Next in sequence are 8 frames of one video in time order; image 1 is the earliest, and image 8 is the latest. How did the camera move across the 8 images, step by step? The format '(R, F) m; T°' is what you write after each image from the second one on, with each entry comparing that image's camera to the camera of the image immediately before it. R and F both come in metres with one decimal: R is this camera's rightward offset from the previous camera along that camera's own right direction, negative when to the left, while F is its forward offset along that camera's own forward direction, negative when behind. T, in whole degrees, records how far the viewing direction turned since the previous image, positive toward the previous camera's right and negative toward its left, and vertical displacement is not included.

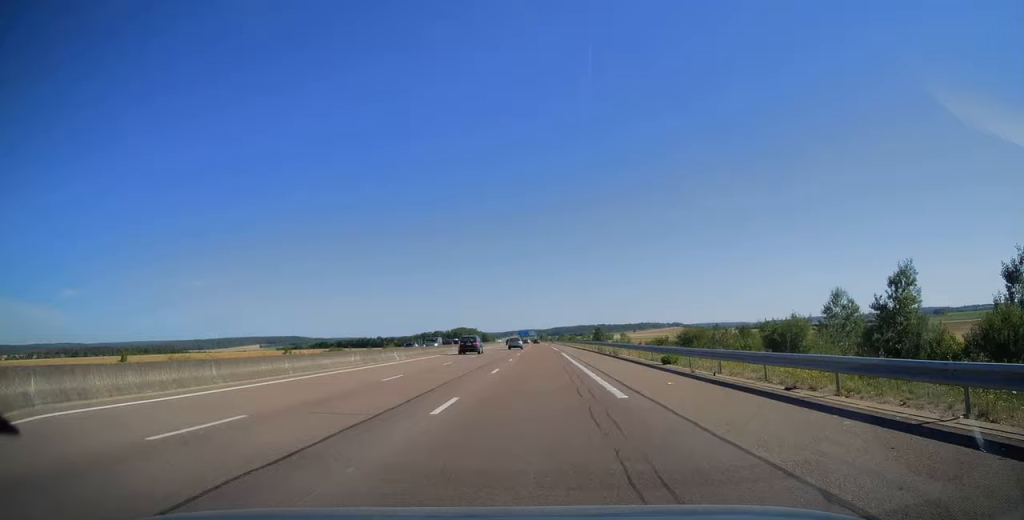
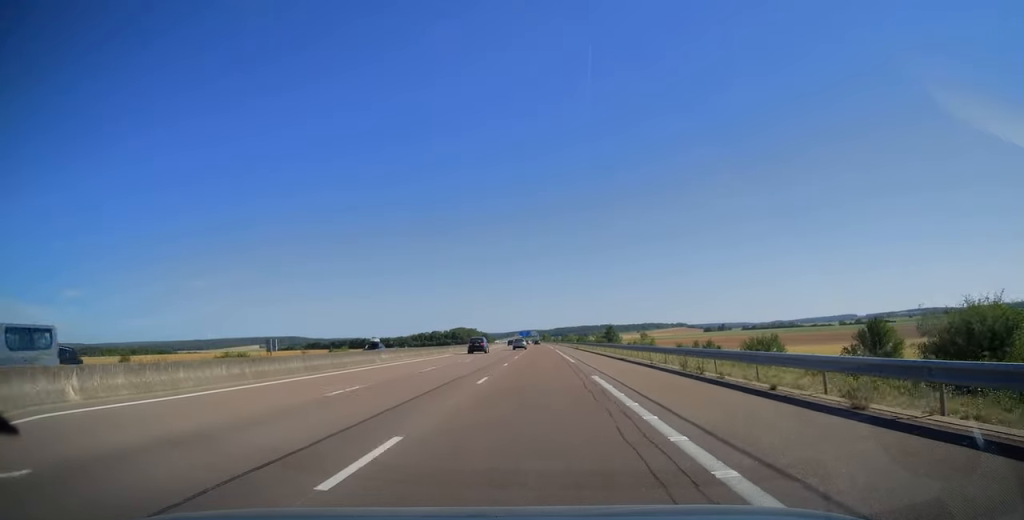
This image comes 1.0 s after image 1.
(0.0, +31.3) m; 0°
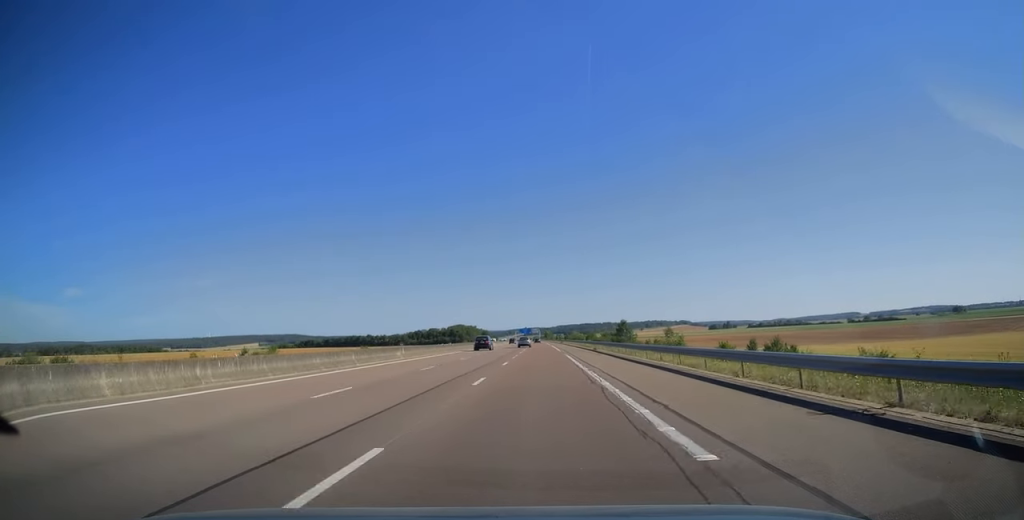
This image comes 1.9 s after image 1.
(-0.1, +26.8) m; 0°
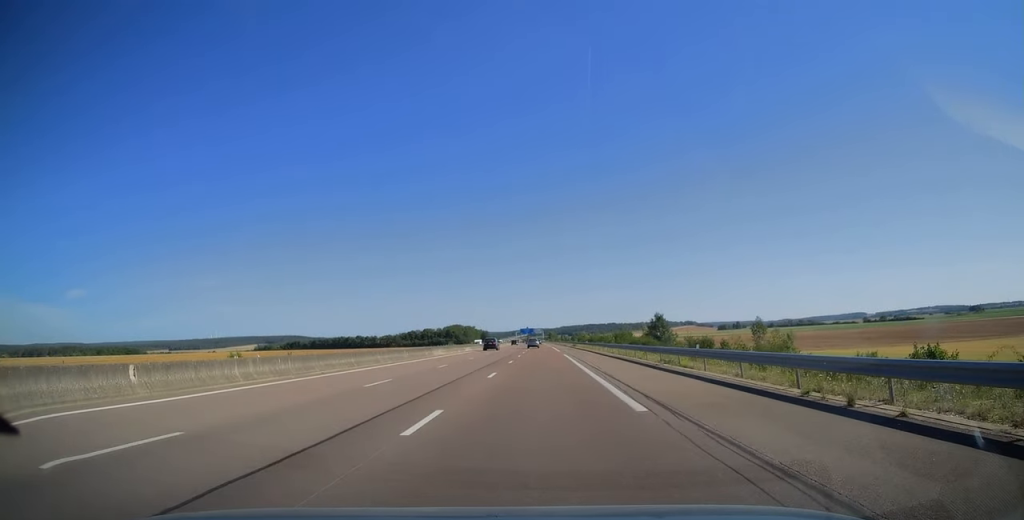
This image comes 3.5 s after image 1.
(-0.2, +47.4) m; 0°
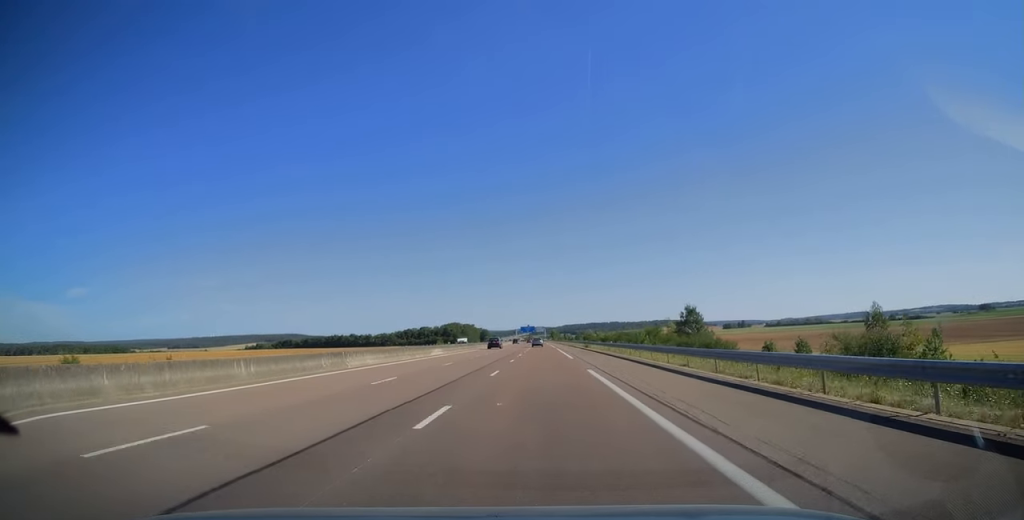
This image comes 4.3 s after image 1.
(0.0, +25.3) m; 0°
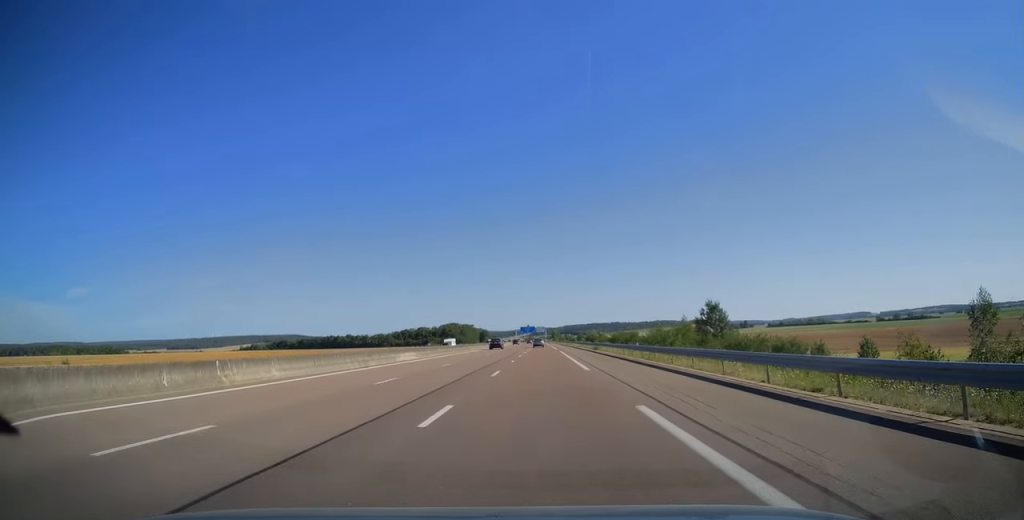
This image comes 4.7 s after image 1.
(0.0, +12.6) m; 0°
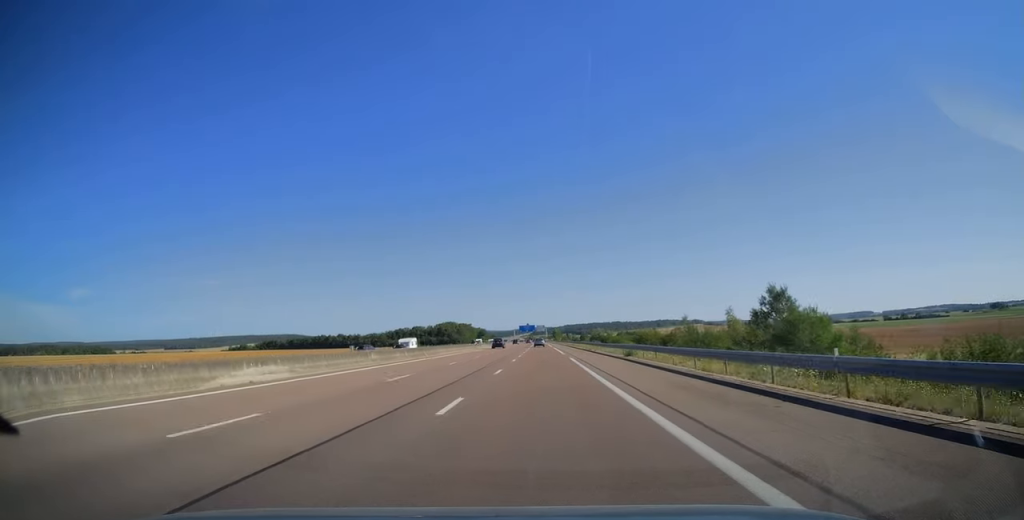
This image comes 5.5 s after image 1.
(0.0, +24.2) m; 0°
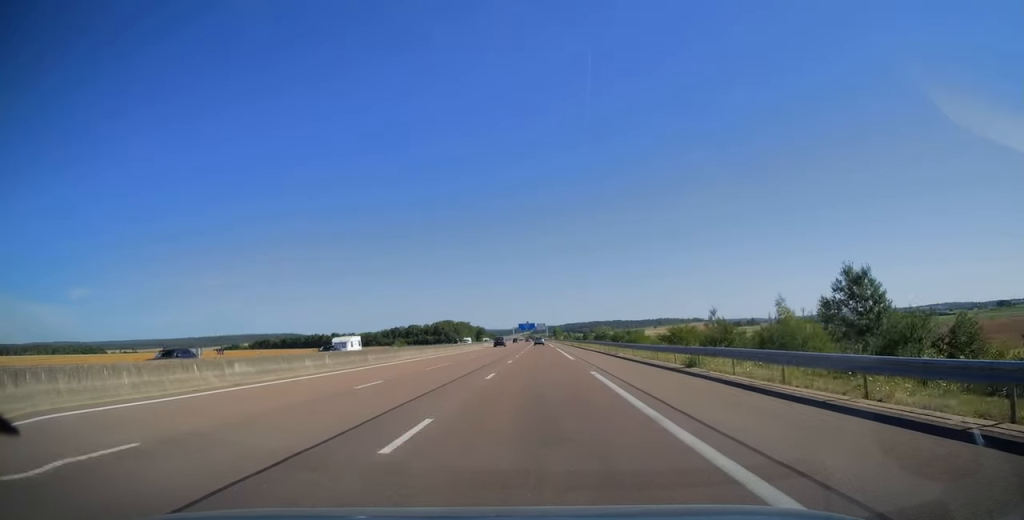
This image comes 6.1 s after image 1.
(0.0, +16.7) m; 0°
